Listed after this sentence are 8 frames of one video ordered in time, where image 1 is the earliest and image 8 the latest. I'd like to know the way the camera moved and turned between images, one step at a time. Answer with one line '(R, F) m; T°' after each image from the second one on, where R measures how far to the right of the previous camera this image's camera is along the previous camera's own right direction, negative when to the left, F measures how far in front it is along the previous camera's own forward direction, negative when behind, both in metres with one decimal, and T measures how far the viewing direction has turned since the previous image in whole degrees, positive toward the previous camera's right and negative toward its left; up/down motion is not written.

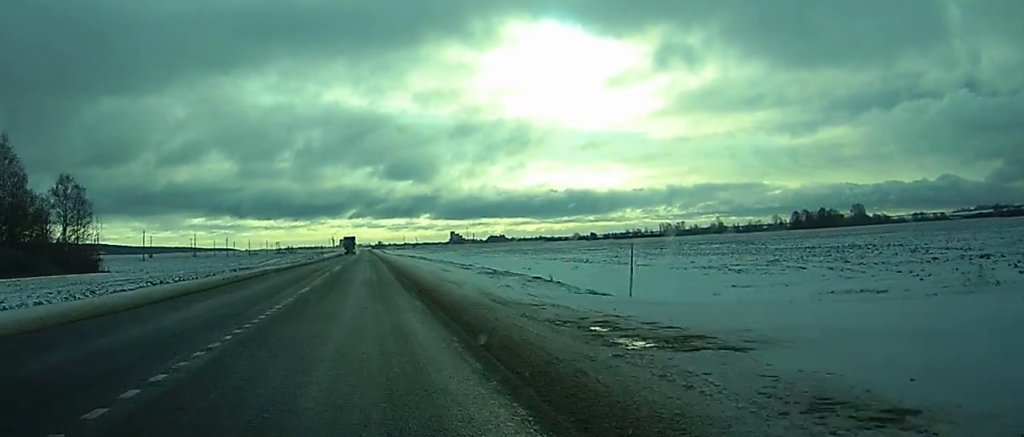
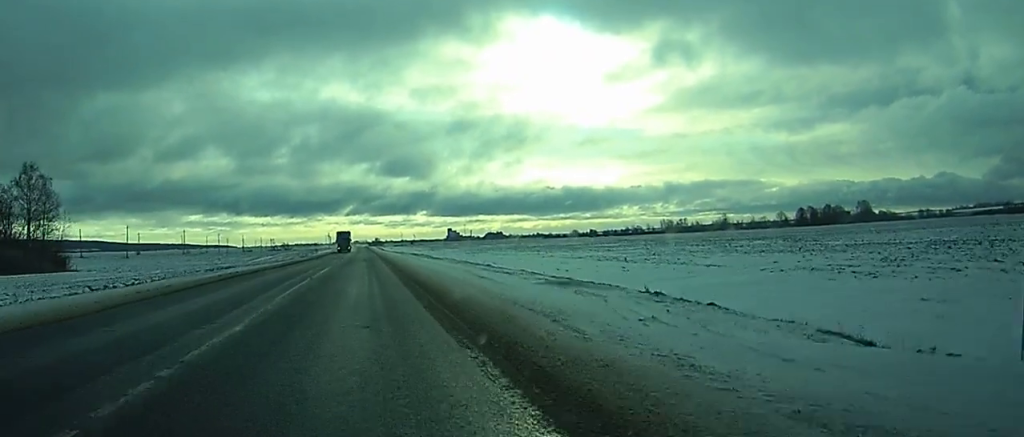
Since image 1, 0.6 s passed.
(0.0, +14.9) m; 0°
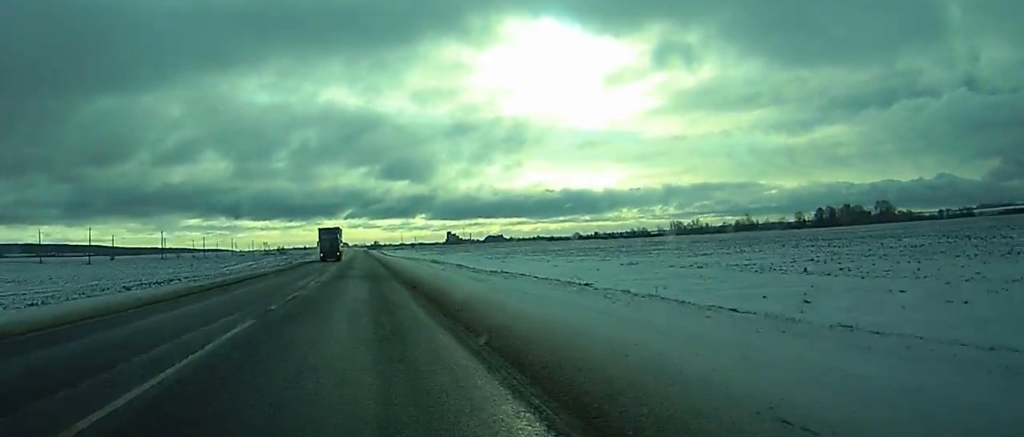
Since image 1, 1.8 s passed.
(+0.1, +33.3) m; 0°
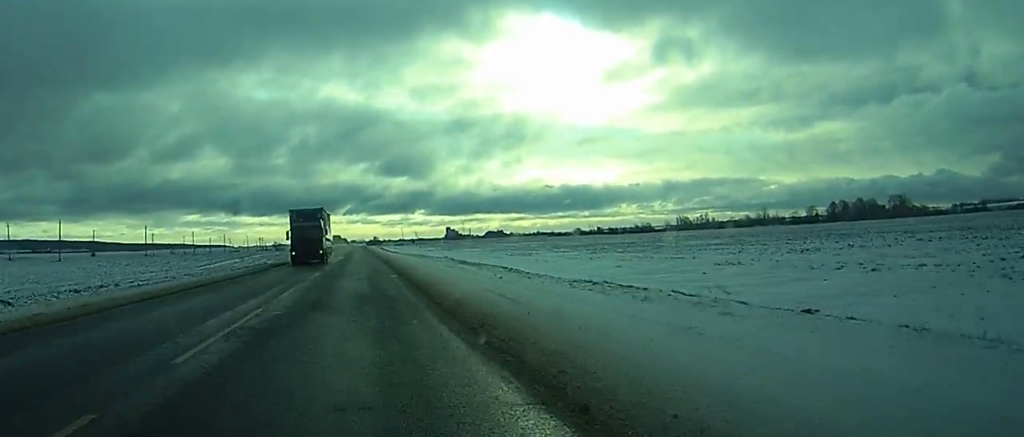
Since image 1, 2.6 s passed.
(0.0, +21.1) m; 0°
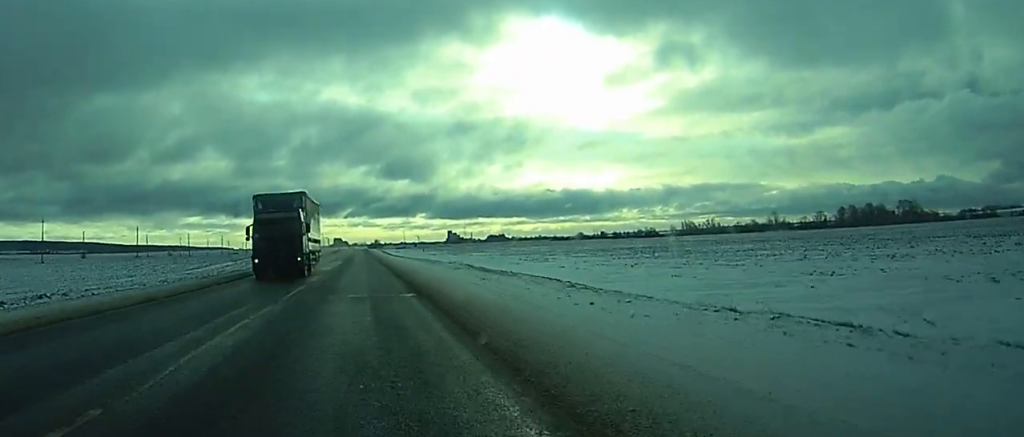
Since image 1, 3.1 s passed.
(0.0, +11.5) m; 0°
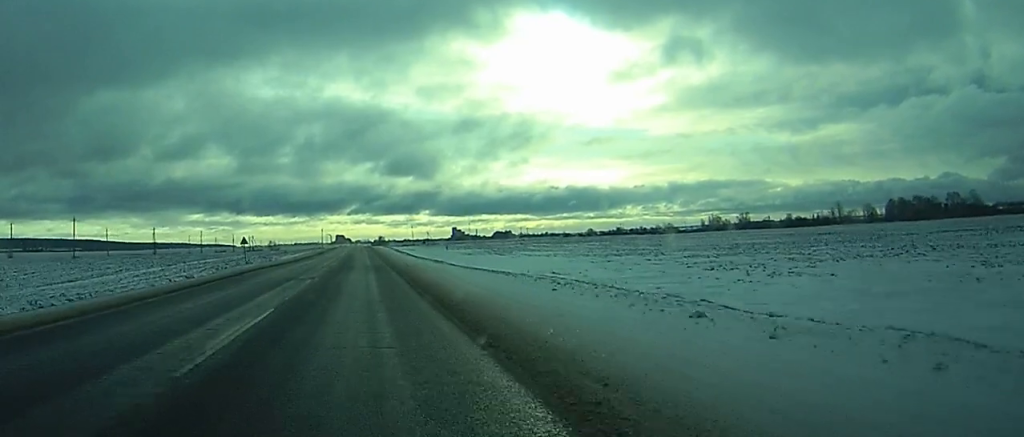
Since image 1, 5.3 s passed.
(-0.1, +60.7) m; 0°
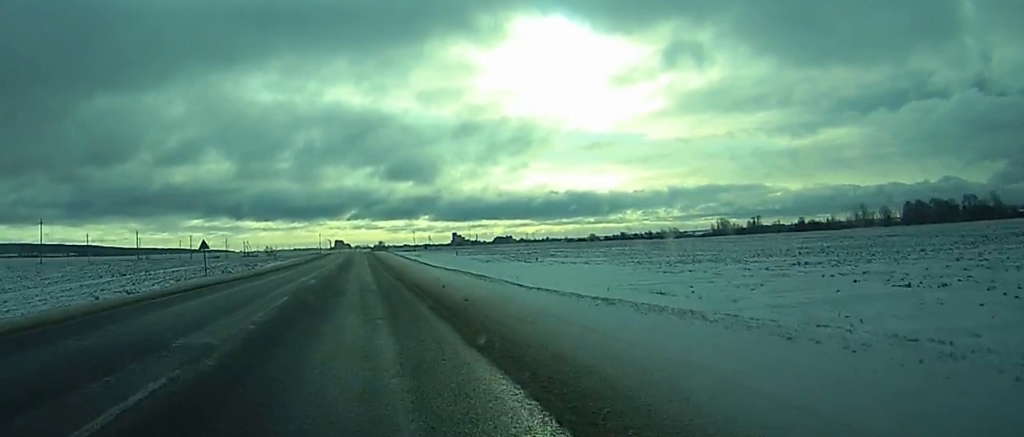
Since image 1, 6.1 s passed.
(0.0, +20.9) m; 0°
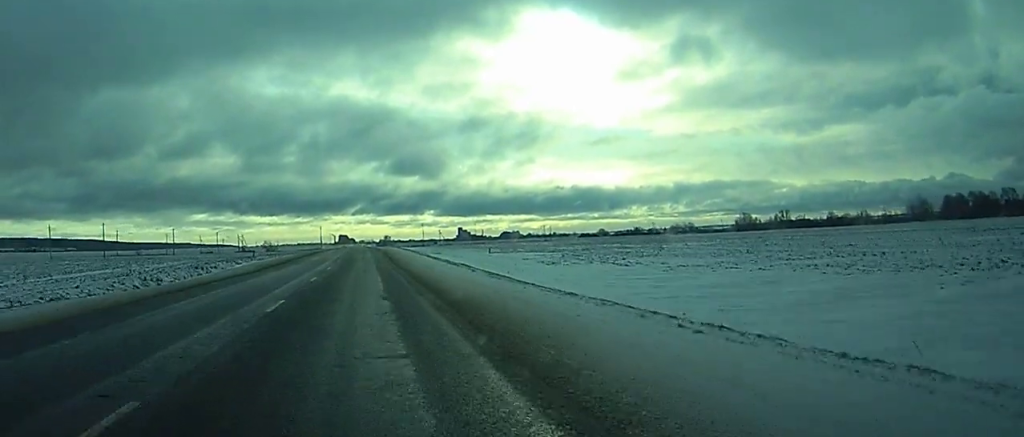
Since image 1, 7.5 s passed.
(-0.1, +38.3) m; 0°
